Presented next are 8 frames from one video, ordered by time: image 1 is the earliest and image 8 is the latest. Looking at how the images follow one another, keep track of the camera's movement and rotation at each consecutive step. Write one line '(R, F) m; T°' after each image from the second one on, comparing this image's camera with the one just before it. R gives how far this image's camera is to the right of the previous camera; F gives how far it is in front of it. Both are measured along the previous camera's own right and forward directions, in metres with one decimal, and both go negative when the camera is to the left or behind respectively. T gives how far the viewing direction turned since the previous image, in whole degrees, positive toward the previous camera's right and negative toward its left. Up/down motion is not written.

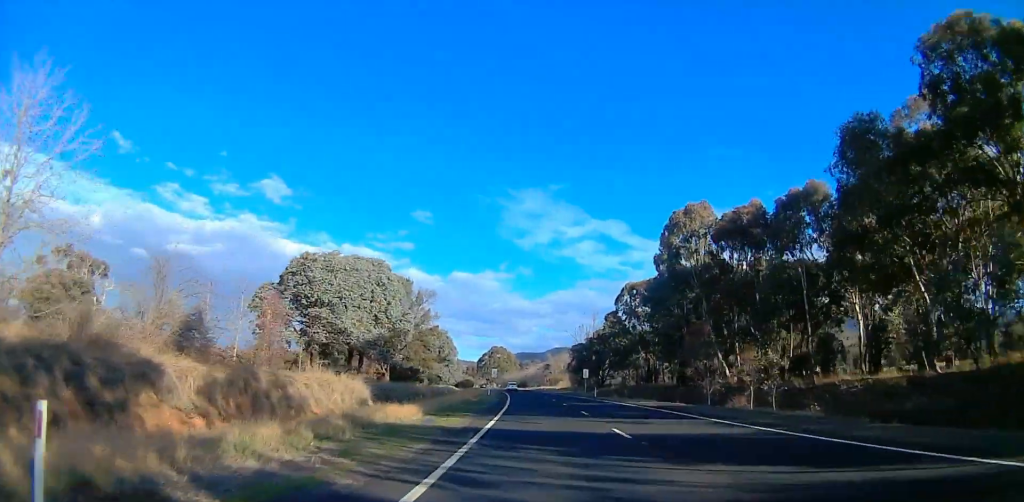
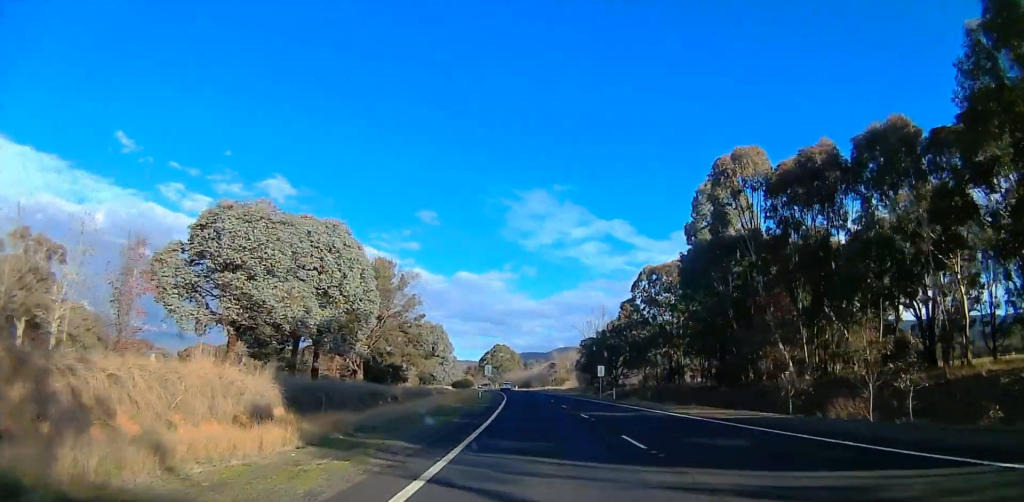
(0.0, +14.3) m; 0°
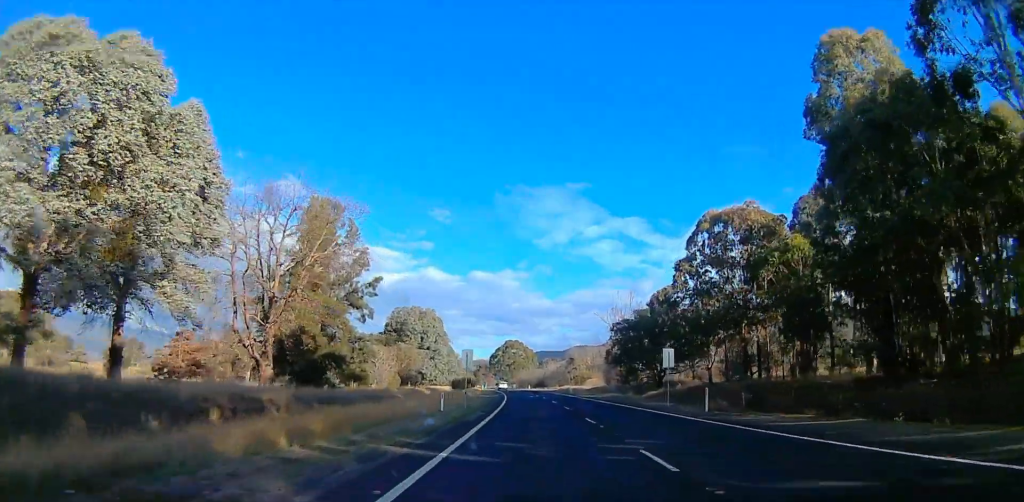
(0.0, +27.4) m; 0°
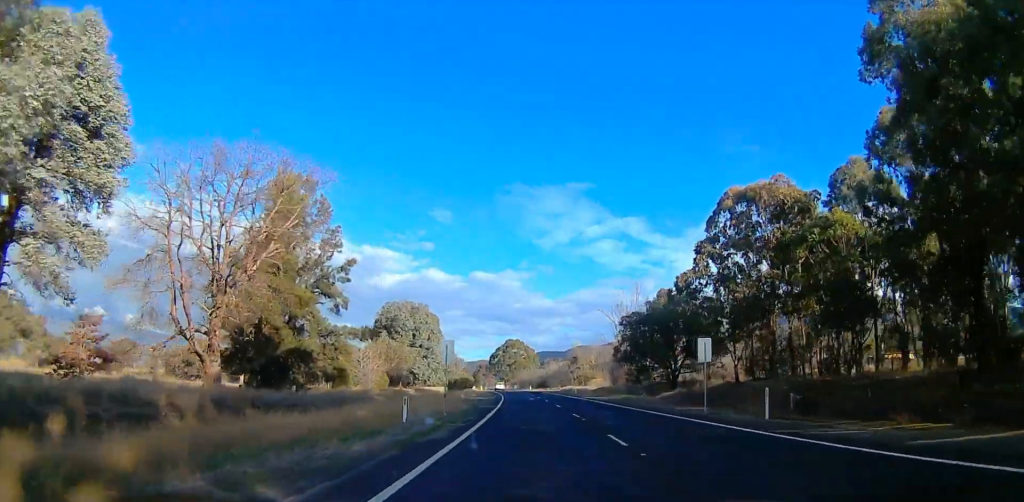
(0.0, +7.6) m; 0°
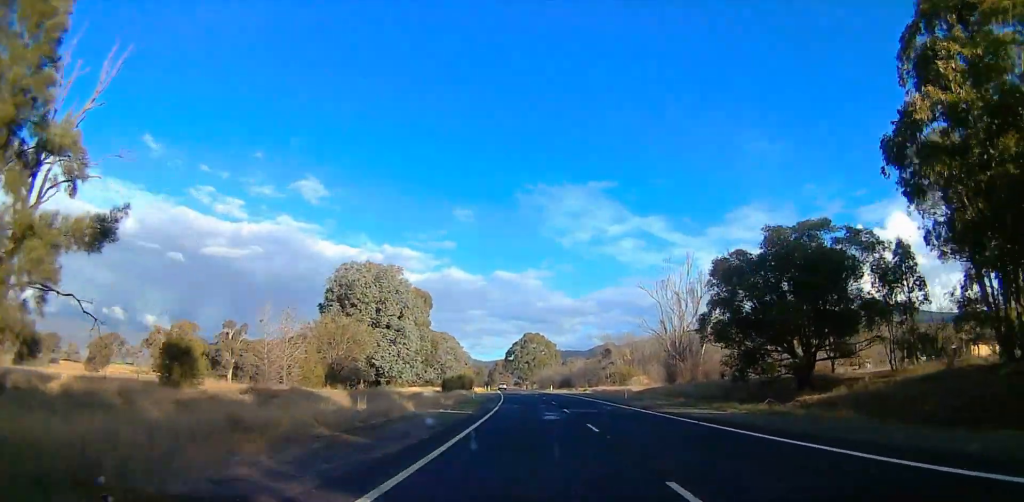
(-1.3, +32.0) m; -3°
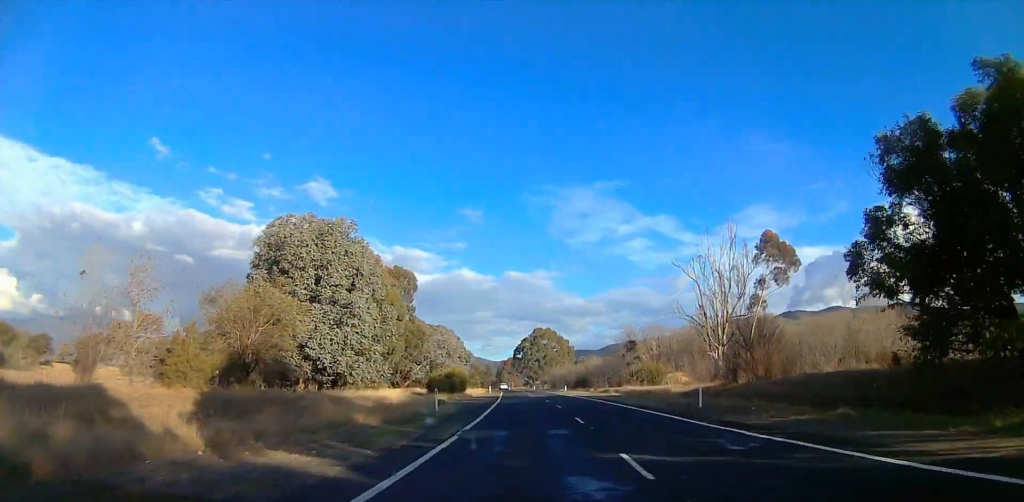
(+0.1, +20.8) m; 0°
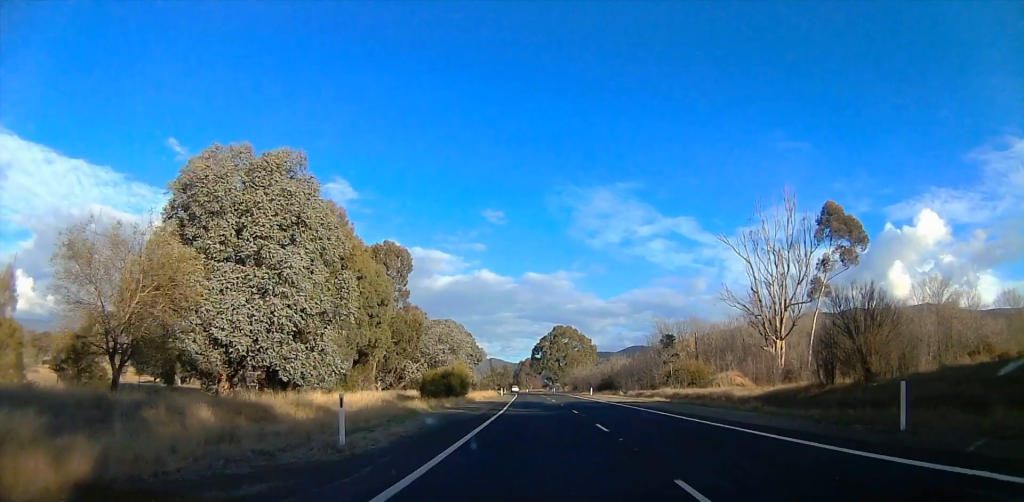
(+0.1, +15.4) m; -1°
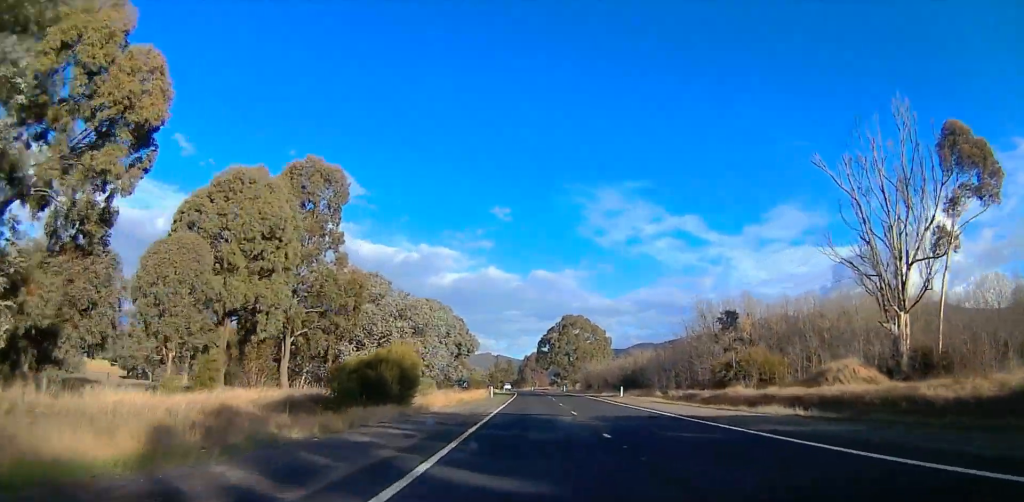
(-1.0, +26.2) m; -2°
